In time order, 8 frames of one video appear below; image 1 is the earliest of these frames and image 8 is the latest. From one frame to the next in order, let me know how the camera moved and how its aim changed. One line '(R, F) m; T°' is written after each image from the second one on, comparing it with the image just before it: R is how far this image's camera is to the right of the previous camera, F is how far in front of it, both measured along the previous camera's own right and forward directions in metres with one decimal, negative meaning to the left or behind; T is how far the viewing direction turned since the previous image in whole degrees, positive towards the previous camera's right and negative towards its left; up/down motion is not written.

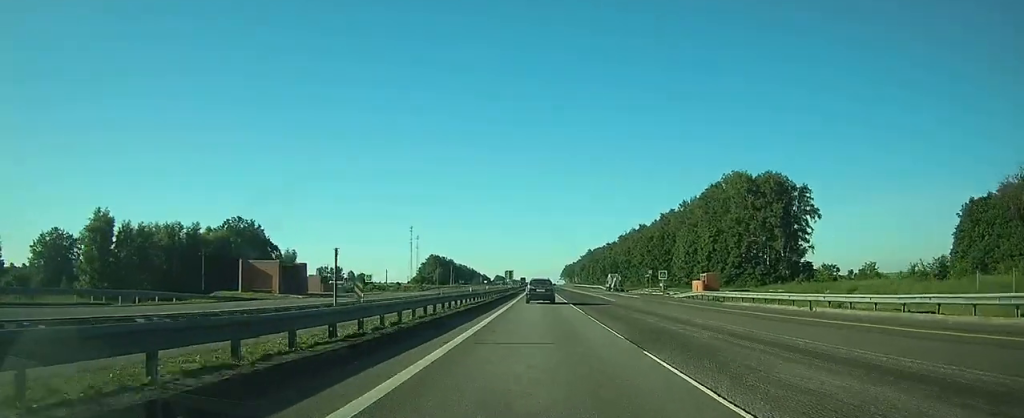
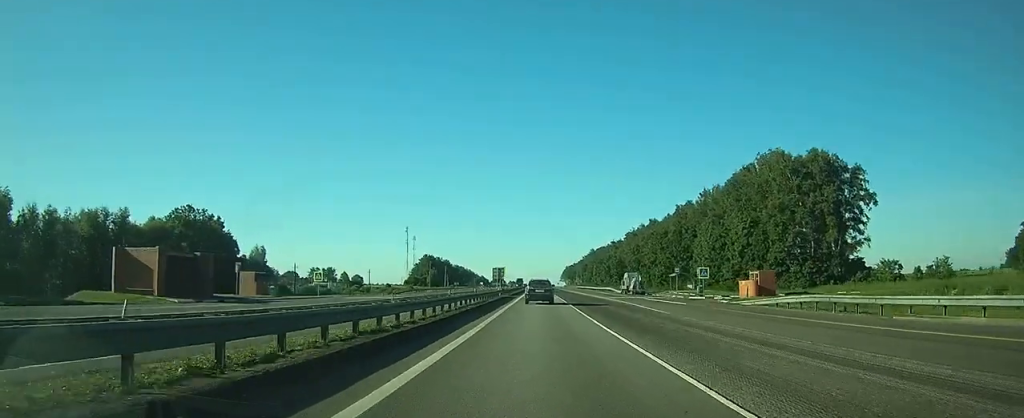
(0.0, +21.3) m; 0°
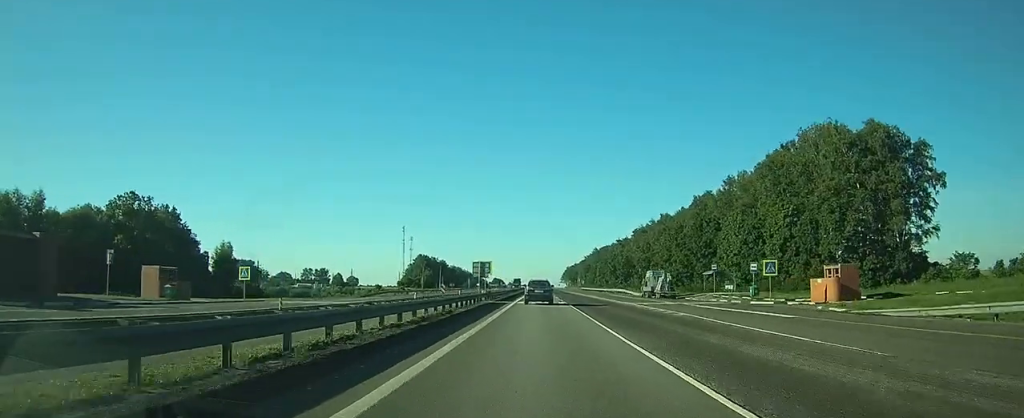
(0.0, +18.4) m; 0°
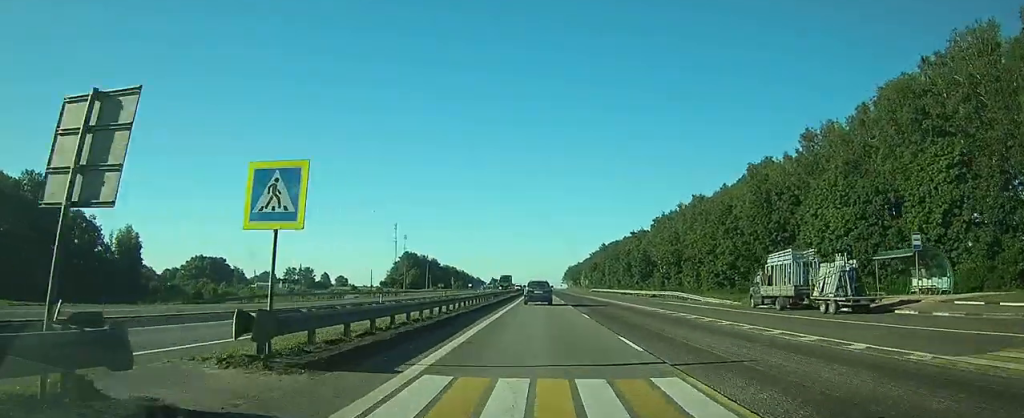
(0.0, +37.6) m; 0°
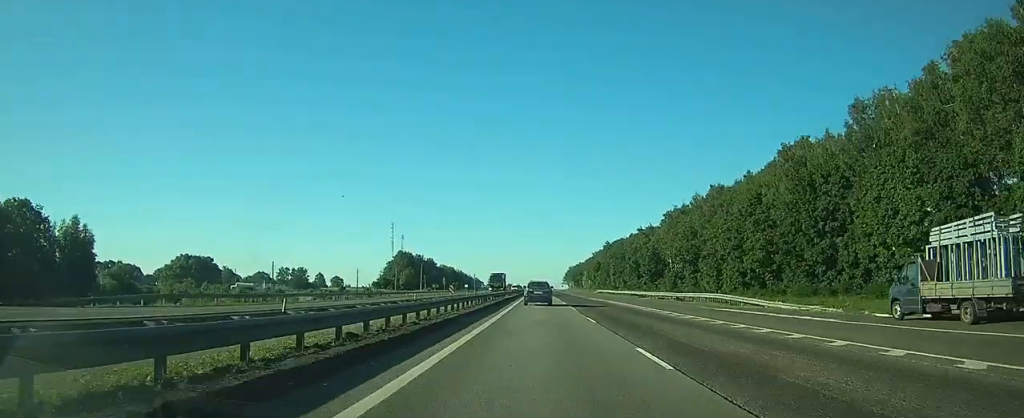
(0.0, +14.7) m; 0°
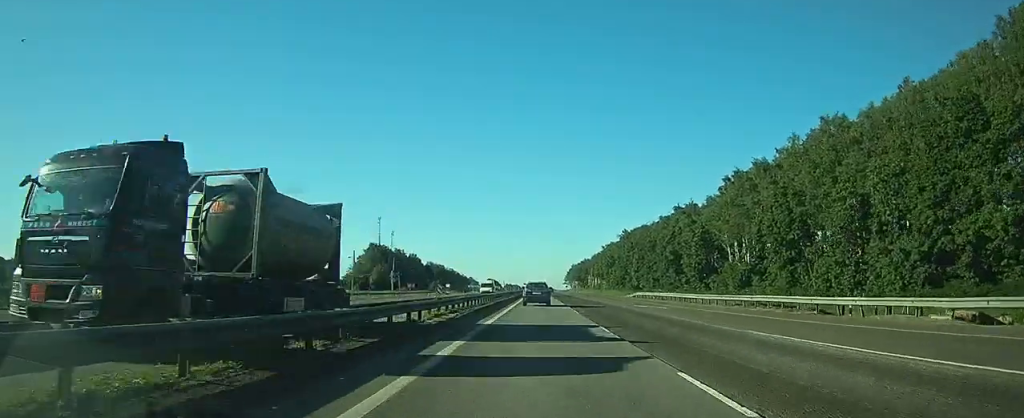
(+0.1, +51.4) m; 0°
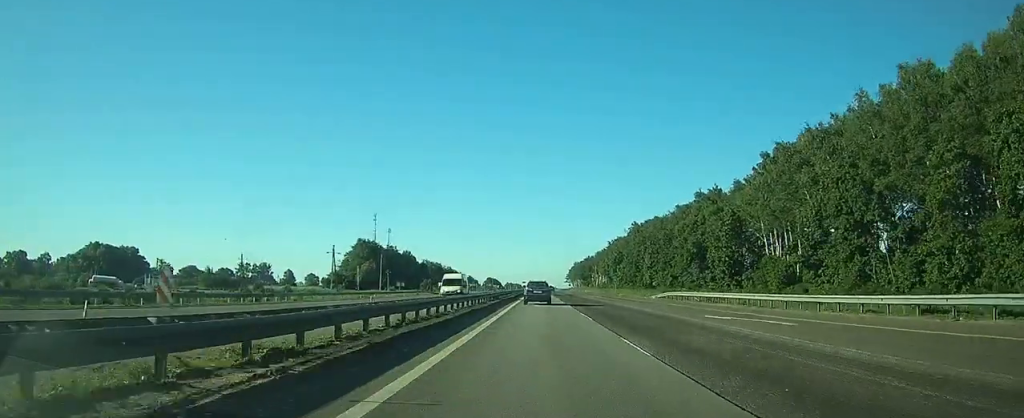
(+0.1, +18.5) m; 0°
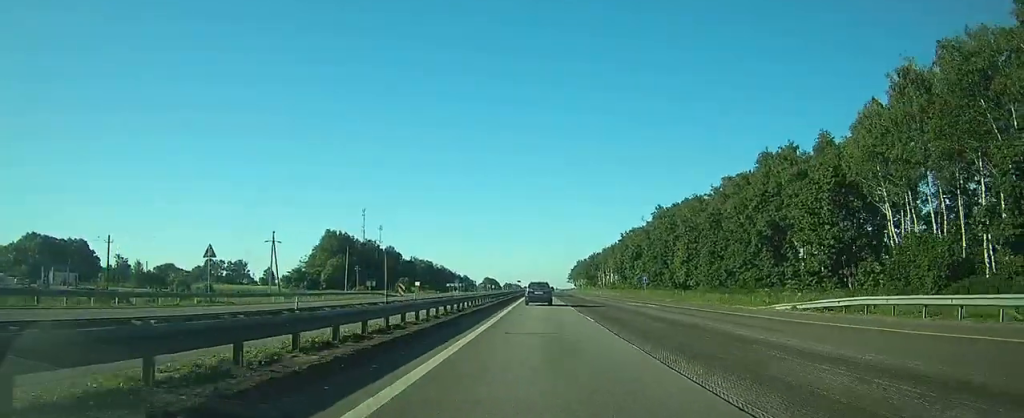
(0.0, +36.2) m; 0°
